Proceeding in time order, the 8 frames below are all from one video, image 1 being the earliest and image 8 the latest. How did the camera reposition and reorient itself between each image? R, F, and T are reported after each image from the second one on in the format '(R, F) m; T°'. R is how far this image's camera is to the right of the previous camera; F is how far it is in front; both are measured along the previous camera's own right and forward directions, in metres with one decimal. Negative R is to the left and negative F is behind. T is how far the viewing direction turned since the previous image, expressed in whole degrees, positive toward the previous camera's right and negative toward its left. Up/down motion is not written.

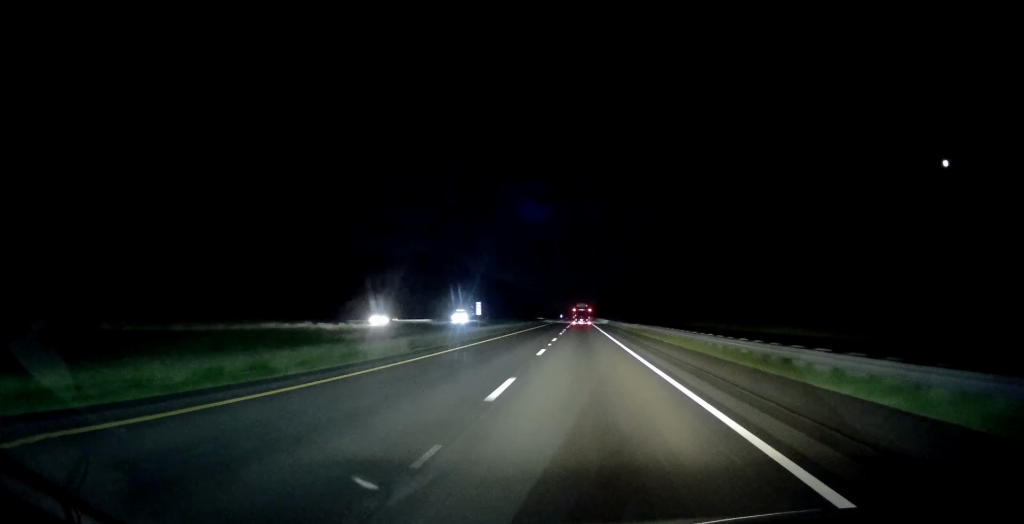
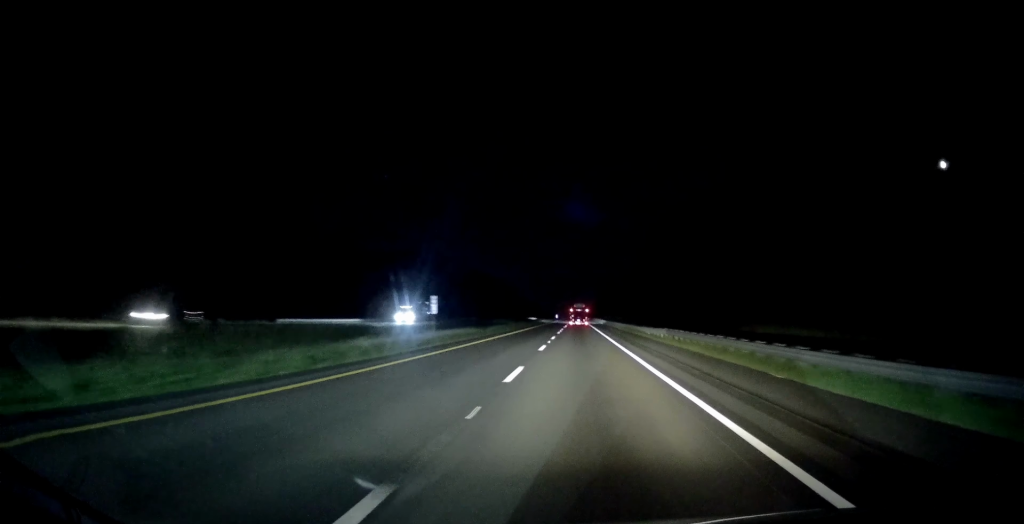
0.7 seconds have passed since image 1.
(+0.1, +22.4) m; +1°
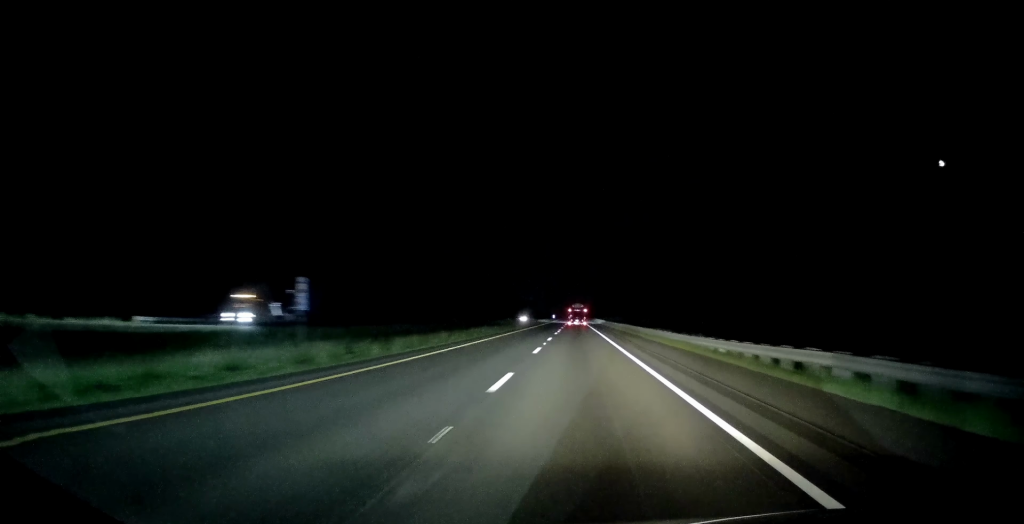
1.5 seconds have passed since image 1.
(+0.1, +25.7) m; 0°
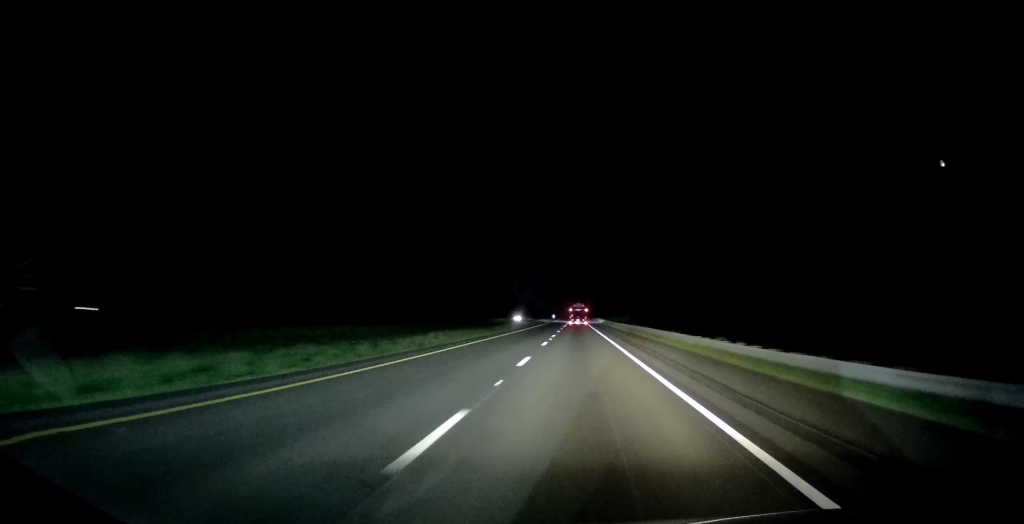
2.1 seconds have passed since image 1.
(+0.2, +18.1) m; 0°
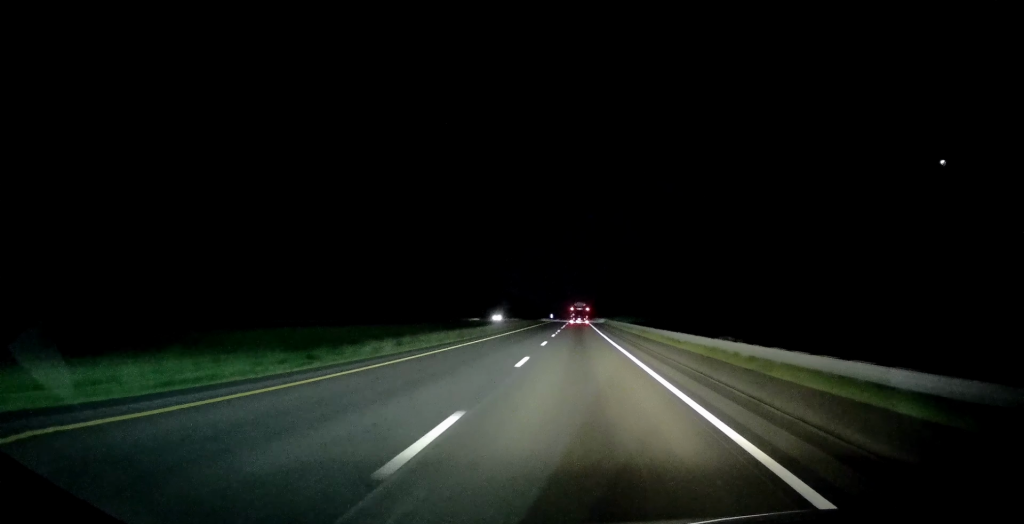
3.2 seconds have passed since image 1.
(-0.4, +36.2) m; -1°
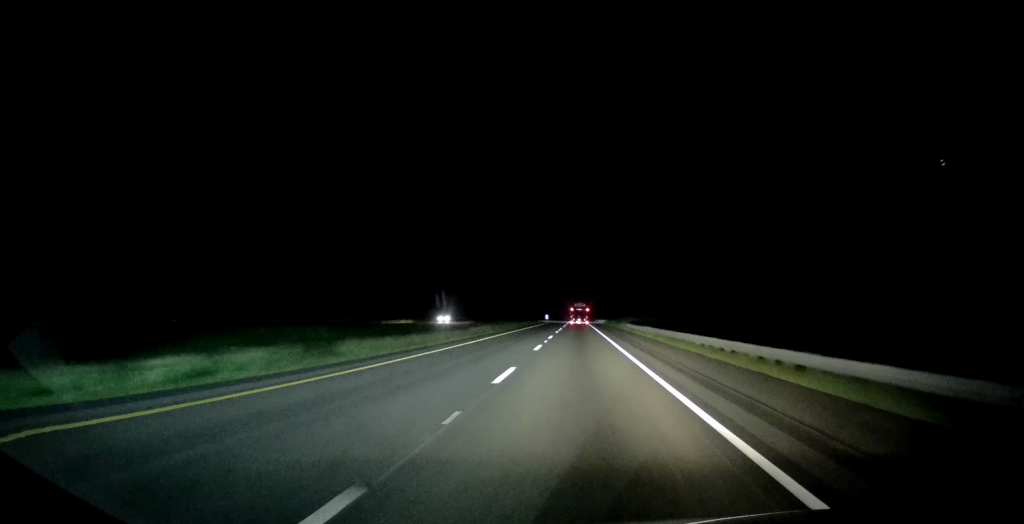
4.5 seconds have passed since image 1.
(-0.1, +40.3) m; +1°
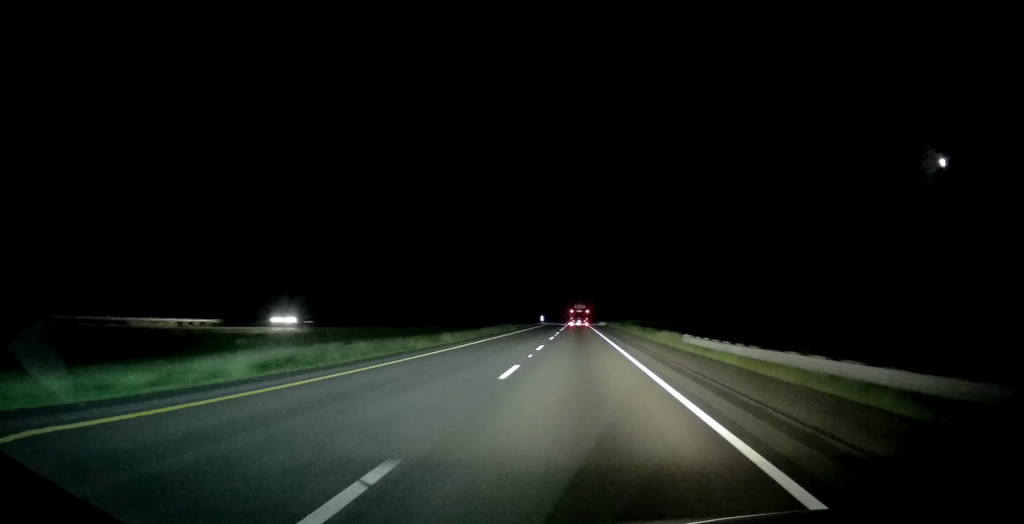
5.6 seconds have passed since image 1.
(+0.6, +35.1) m; 0°
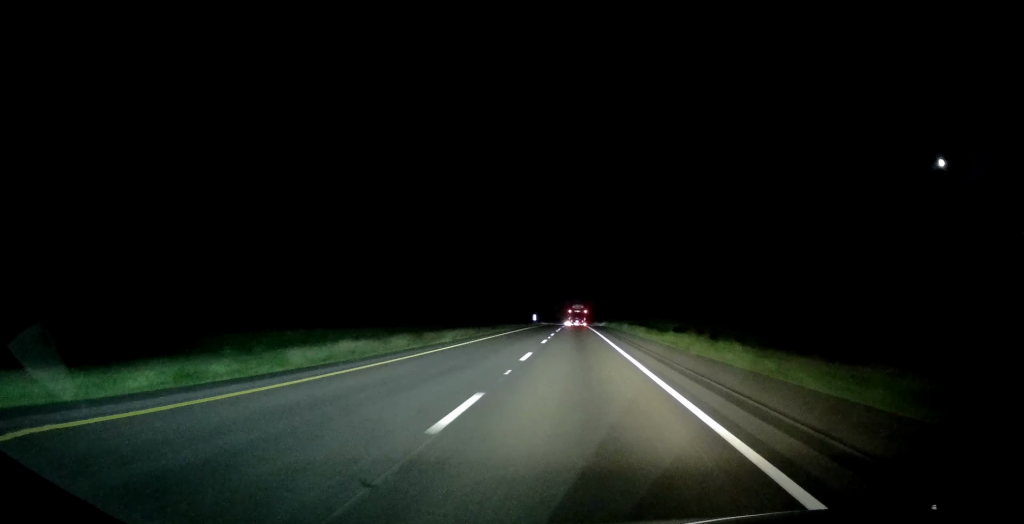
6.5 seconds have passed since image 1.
(-0.5, +30.8) m; -1°
